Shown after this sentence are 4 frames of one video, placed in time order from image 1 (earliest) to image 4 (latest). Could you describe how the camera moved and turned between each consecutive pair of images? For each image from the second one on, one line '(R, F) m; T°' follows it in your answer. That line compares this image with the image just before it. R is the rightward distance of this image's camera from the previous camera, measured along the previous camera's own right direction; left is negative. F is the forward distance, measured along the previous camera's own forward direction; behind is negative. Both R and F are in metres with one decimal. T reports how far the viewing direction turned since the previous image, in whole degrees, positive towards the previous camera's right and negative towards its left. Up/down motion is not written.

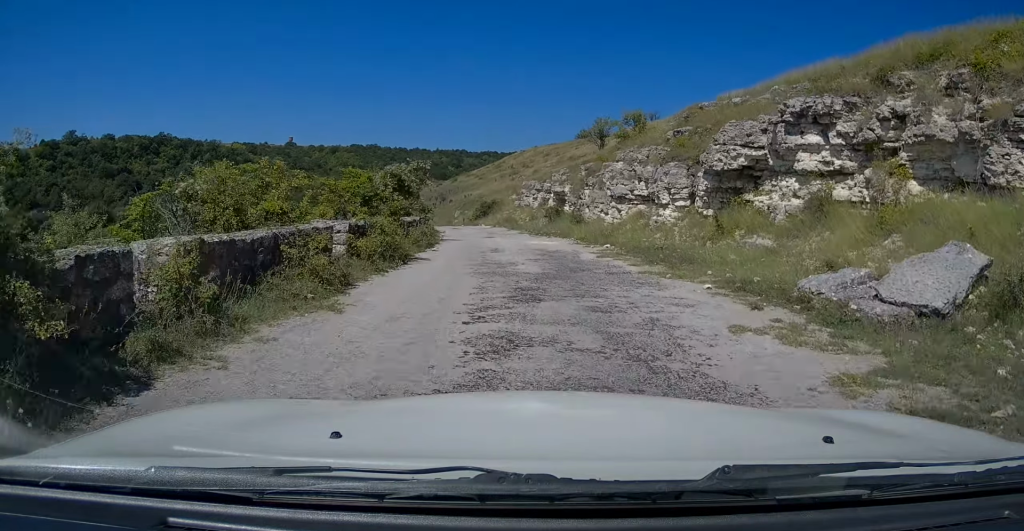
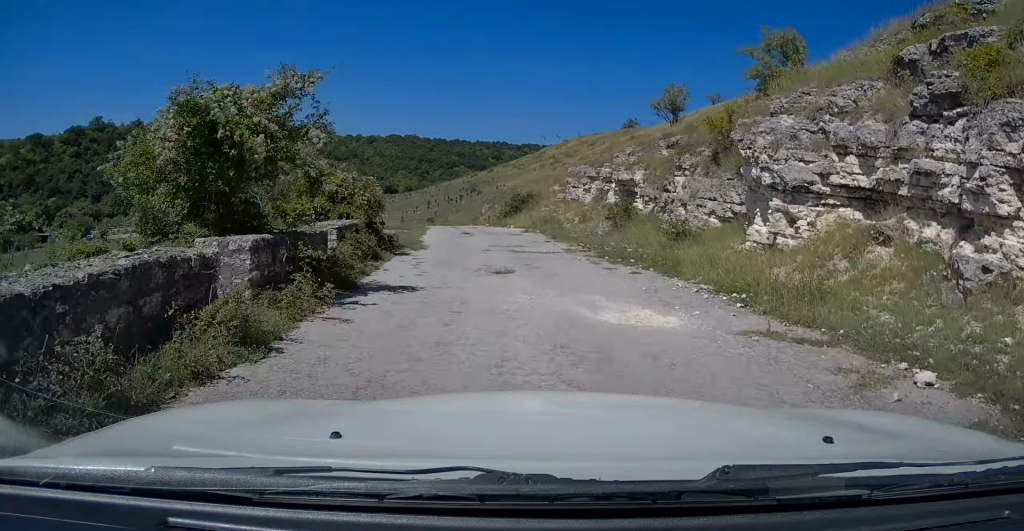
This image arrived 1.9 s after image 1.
(-0.1, +13.5) m; -4°
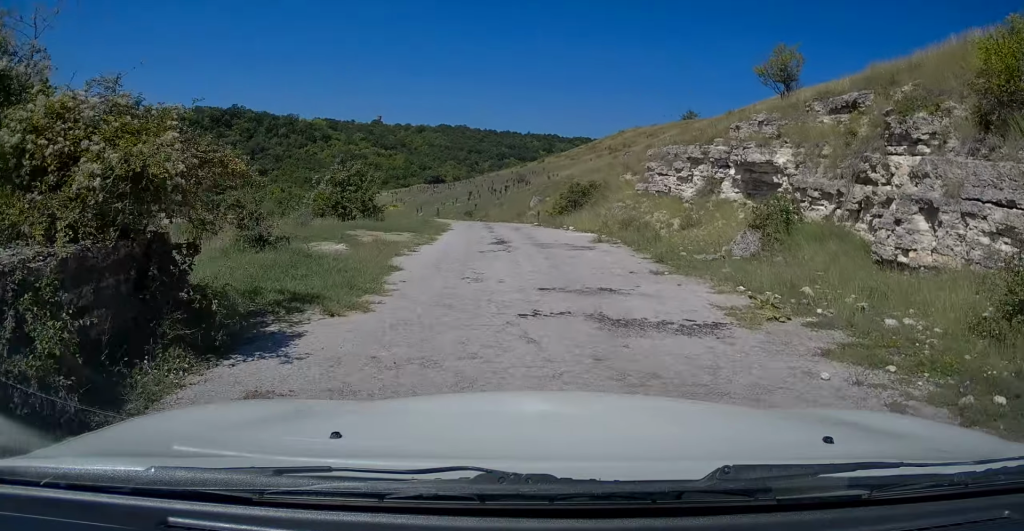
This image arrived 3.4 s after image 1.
(-0.5, +10.1) m; -4°
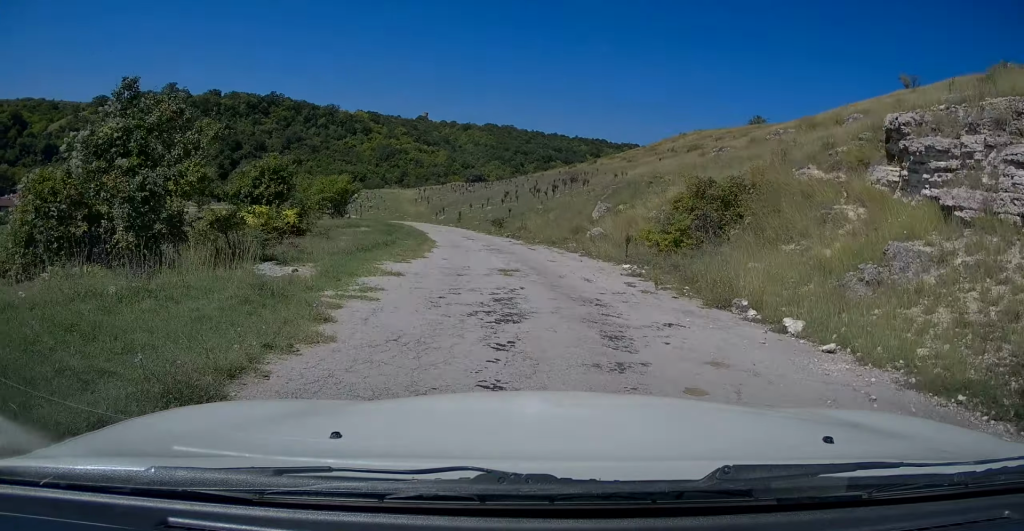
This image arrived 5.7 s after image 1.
(-0.4, +16.9) m; -3°
